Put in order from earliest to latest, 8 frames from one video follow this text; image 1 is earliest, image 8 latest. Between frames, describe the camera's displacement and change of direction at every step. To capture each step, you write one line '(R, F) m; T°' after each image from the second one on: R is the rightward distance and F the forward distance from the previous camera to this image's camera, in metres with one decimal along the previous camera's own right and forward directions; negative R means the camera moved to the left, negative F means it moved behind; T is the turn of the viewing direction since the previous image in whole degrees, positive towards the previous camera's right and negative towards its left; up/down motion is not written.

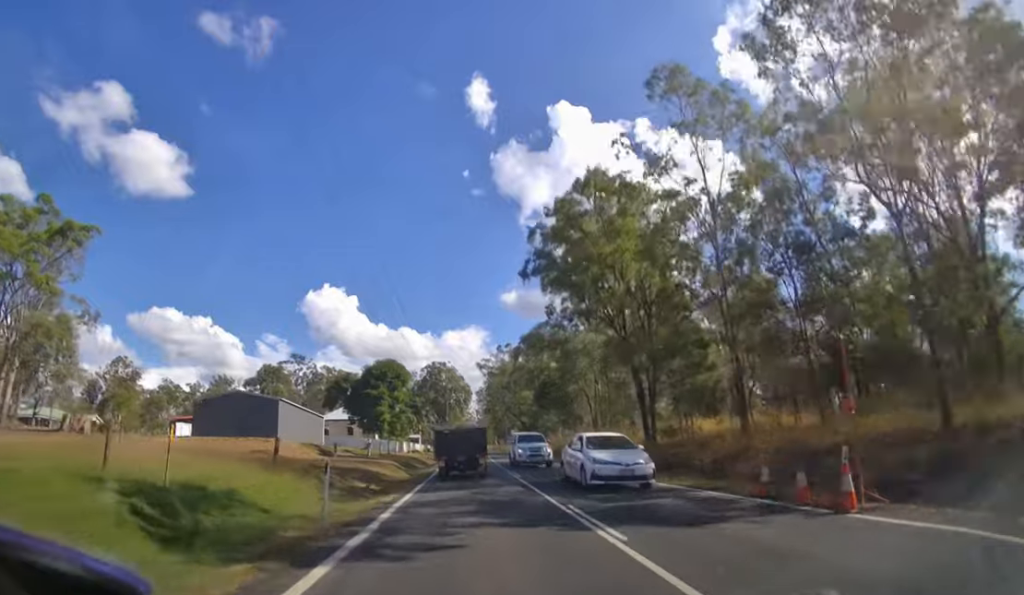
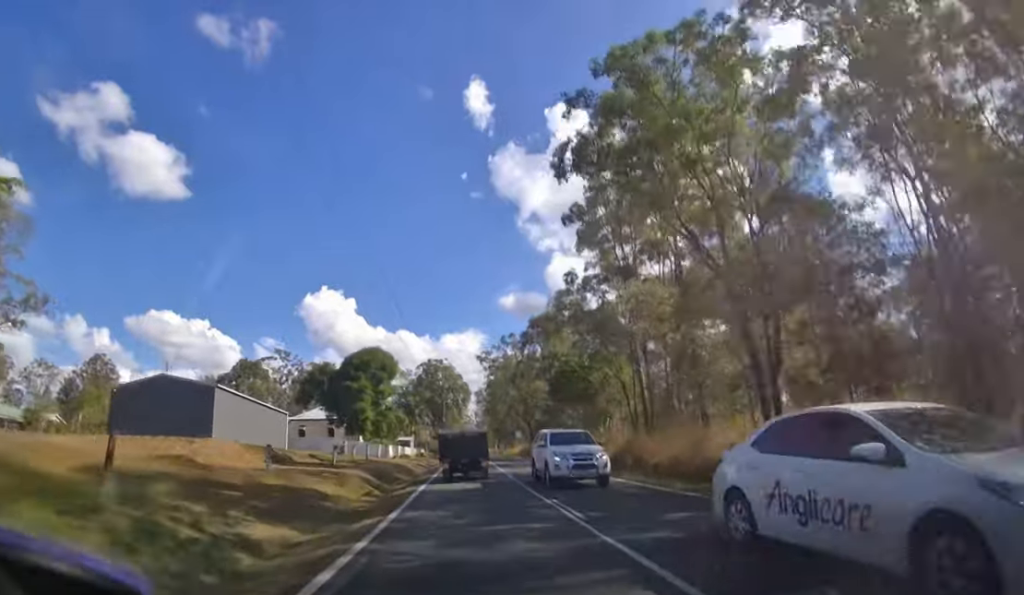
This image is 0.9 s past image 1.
(0.0, +11.6) m; 0°
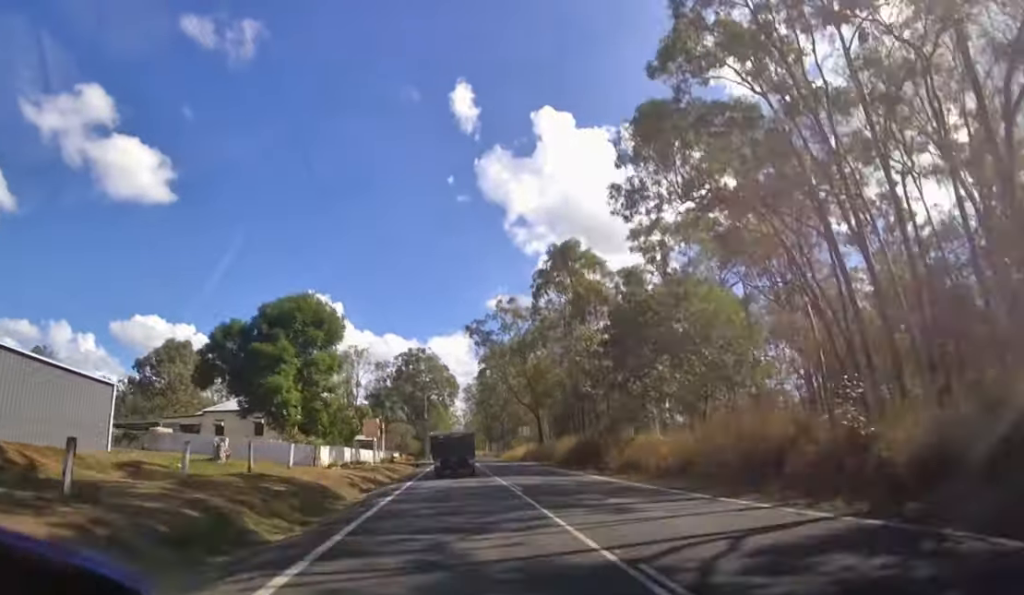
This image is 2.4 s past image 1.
(0.0, +22.3) m; 0°
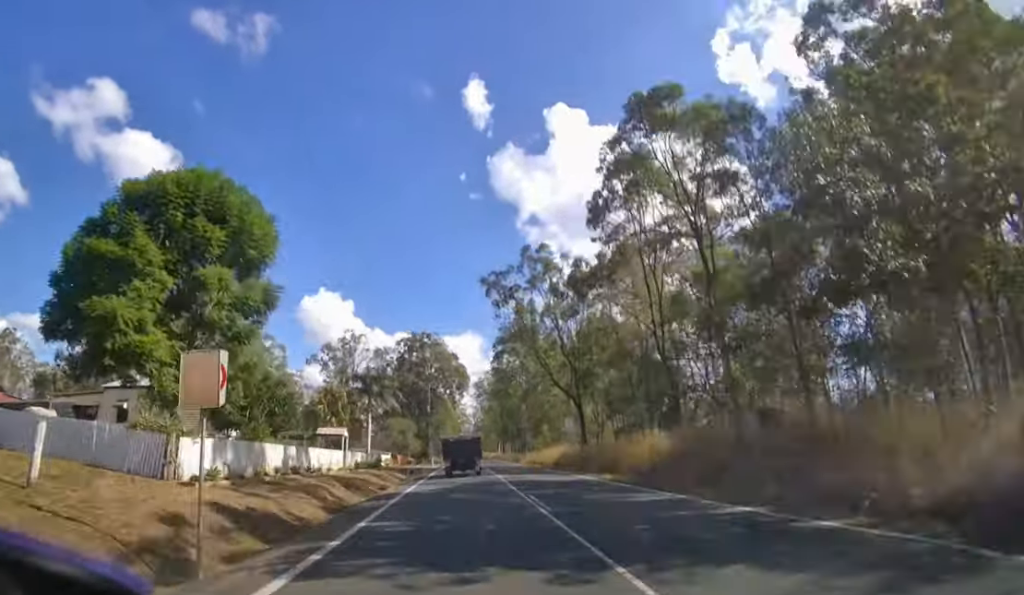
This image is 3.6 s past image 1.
(0.0, +16.4) m; 0°
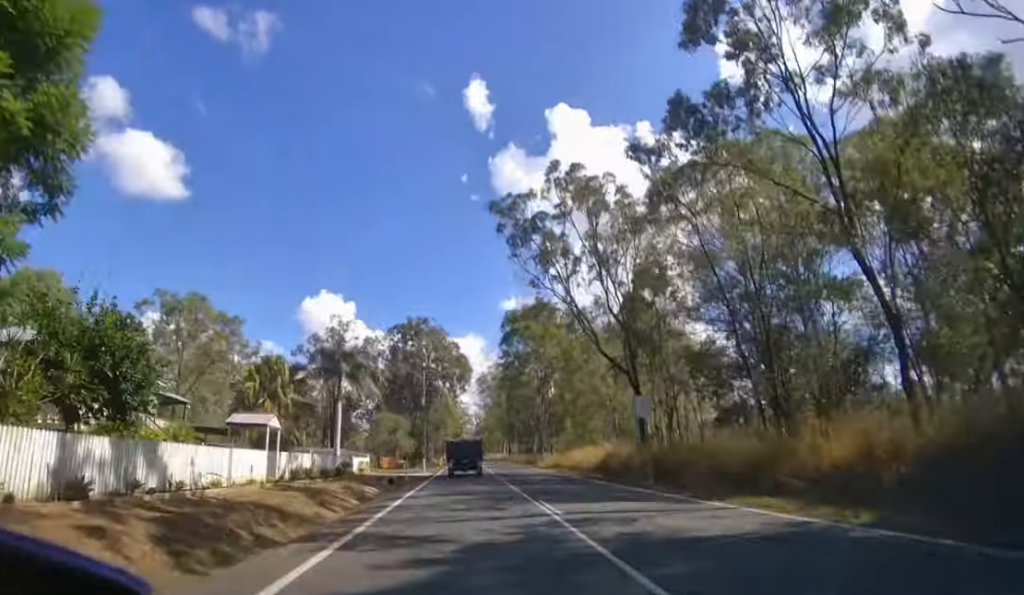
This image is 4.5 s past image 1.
(0.0, +12.7) m; 0°
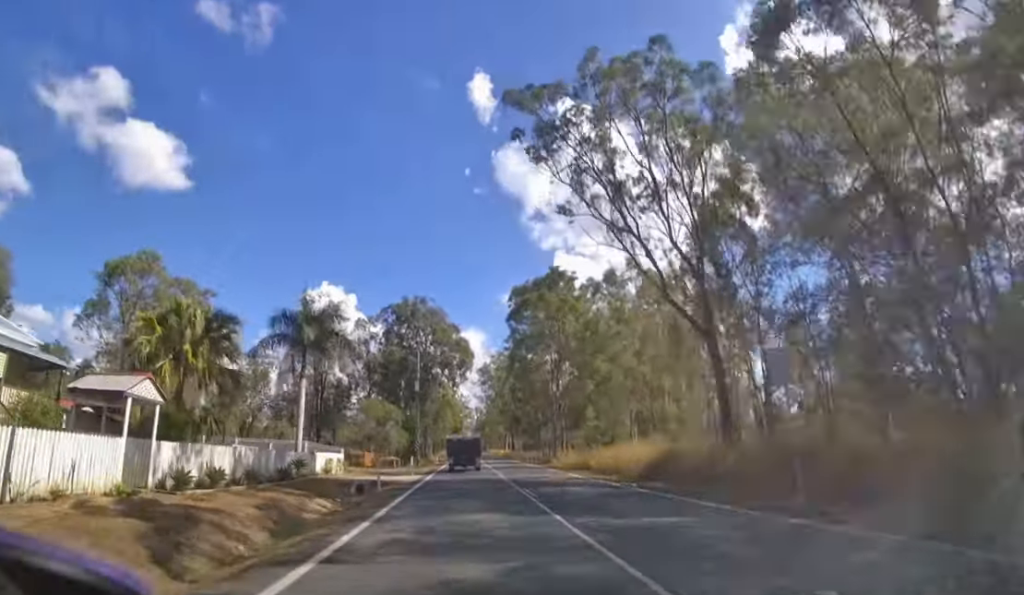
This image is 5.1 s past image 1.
(0.0, +8.0) m; 0°
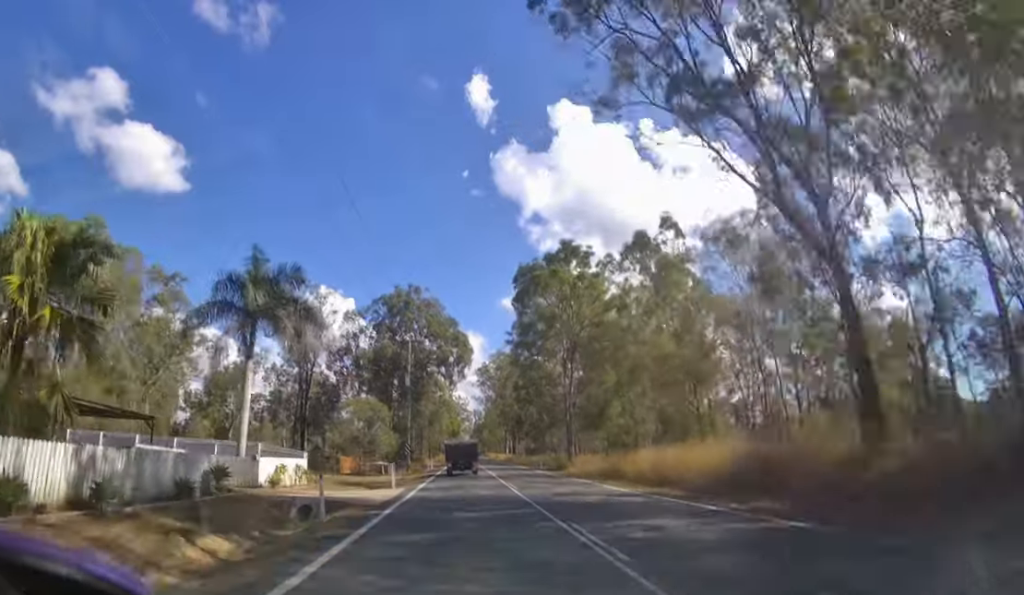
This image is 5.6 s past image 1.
(0.0, +5.9) m; 0°
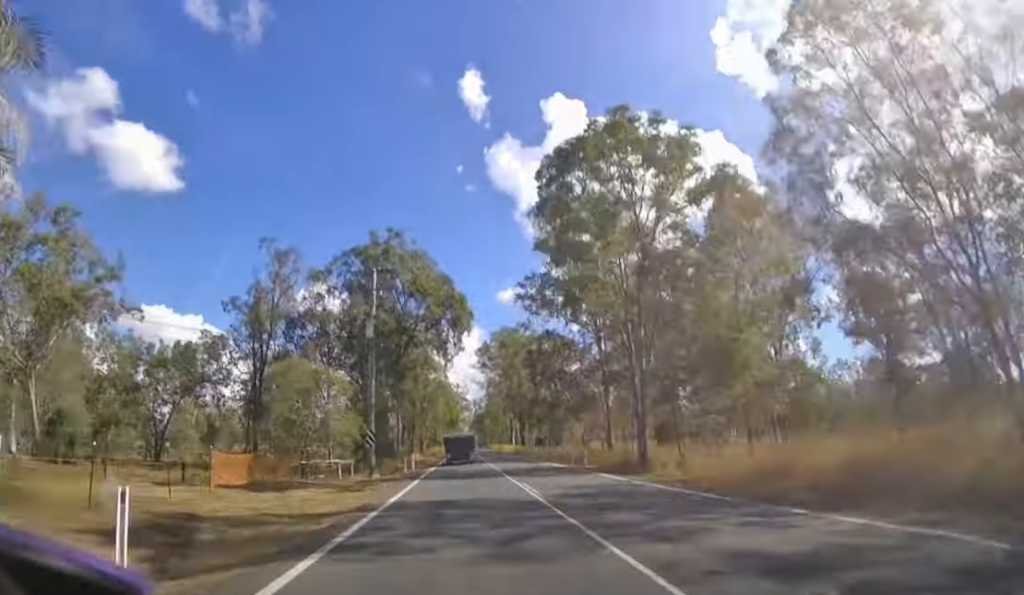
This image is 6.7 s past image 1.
(0.0, +14.3) m; 0°
